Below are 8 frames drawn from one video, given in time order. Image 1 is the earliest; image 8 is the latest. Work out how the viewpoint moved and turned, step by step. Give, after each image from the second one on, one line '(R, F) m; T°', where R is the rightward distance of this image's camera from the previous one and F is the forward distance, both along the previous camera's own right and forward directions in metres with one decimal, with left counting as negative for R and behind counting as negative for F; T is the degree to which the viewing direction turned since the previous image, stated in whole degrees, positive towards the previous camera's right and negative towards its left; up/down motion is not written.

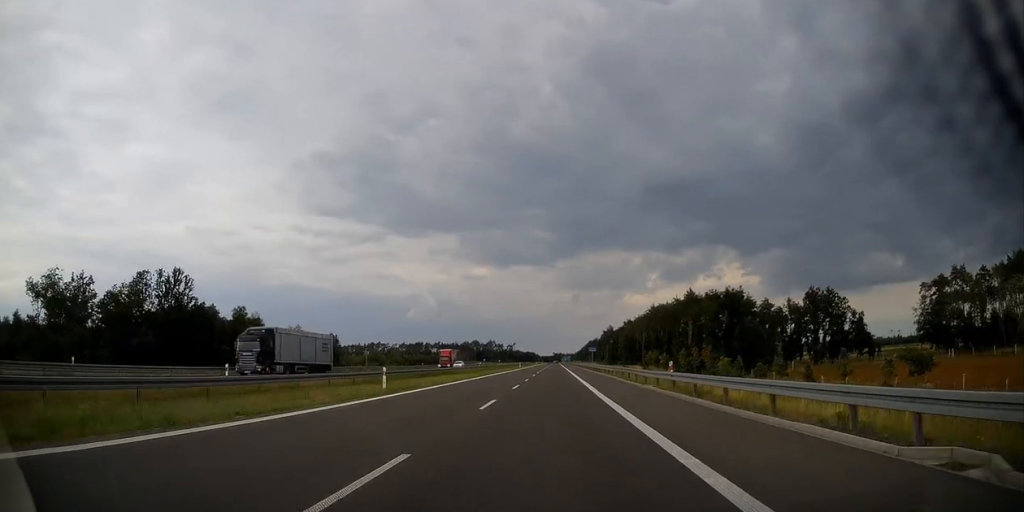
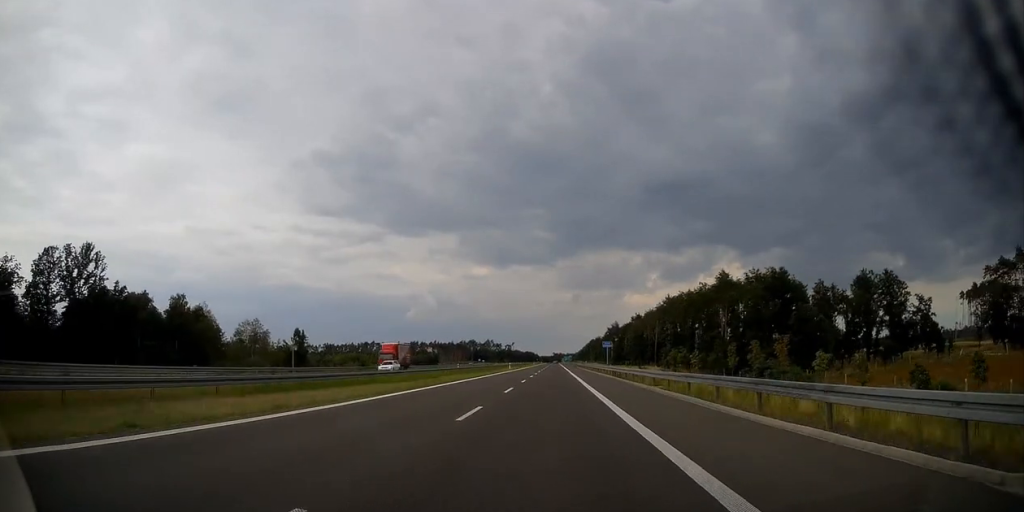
(+0.1, +27.2) m; 0°
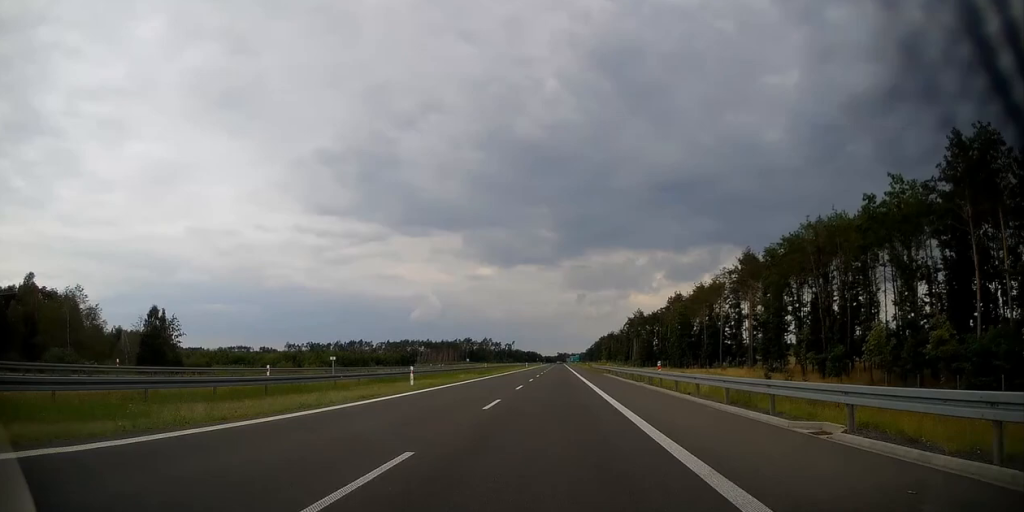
(-0.4, +68.8) m; 0°
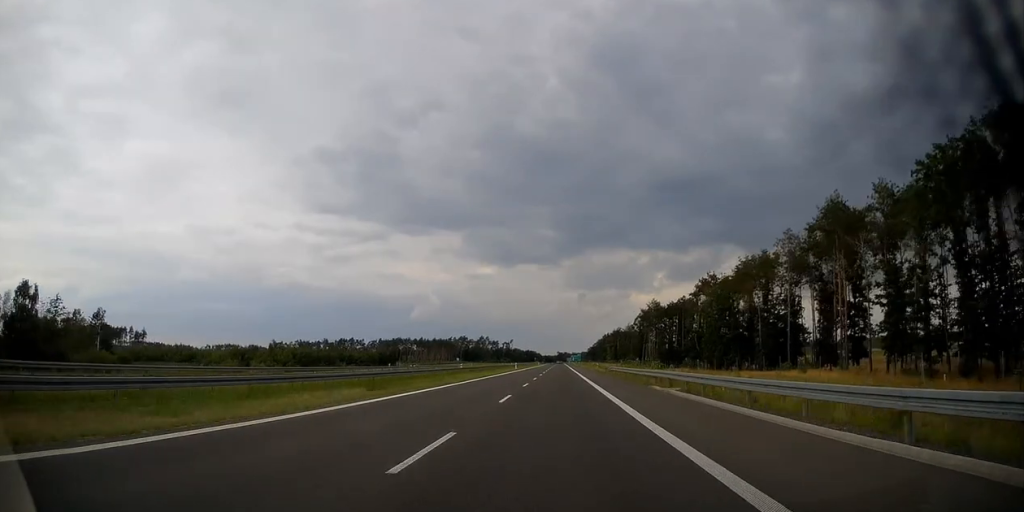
(-0.1, +33.7) m; 0°
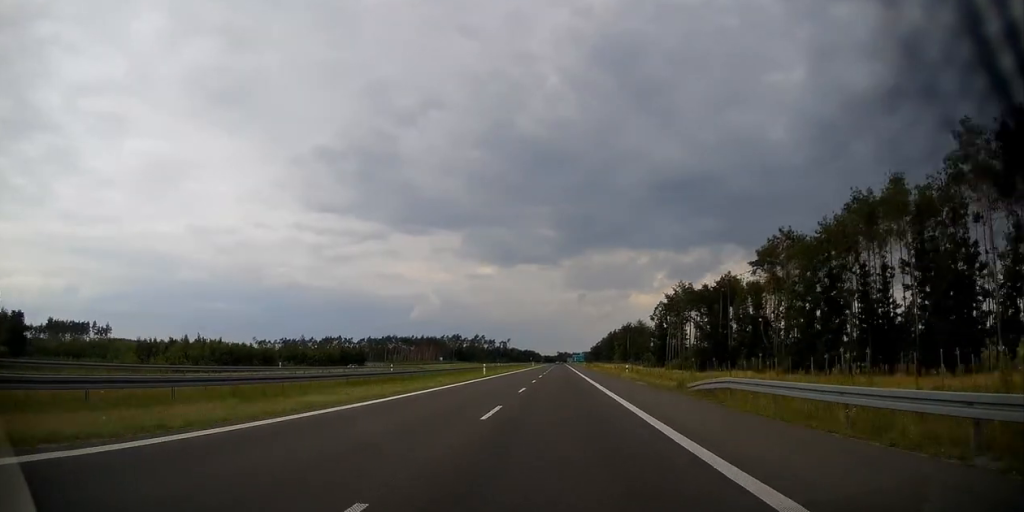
(+0.1, +41.5) m; 0°
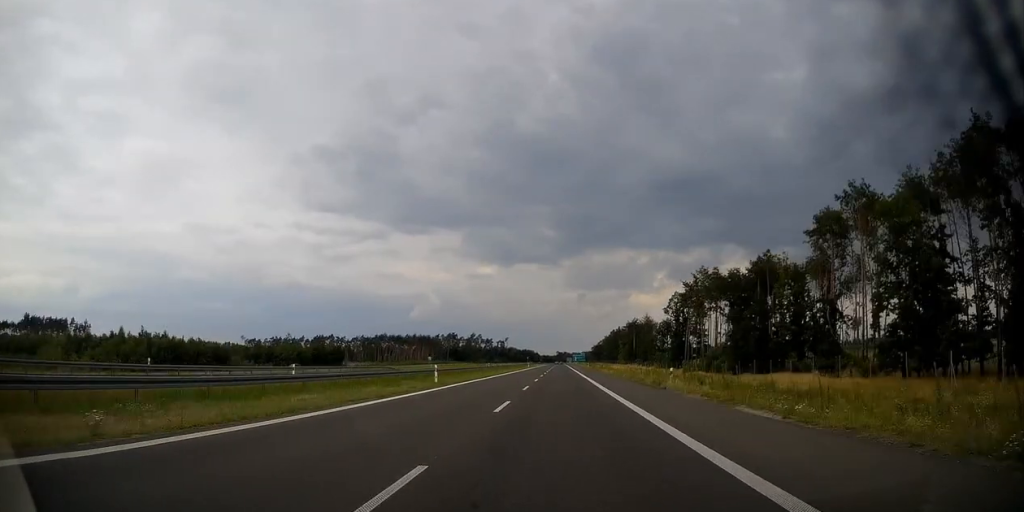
(0.0, +22.1) m; 0°
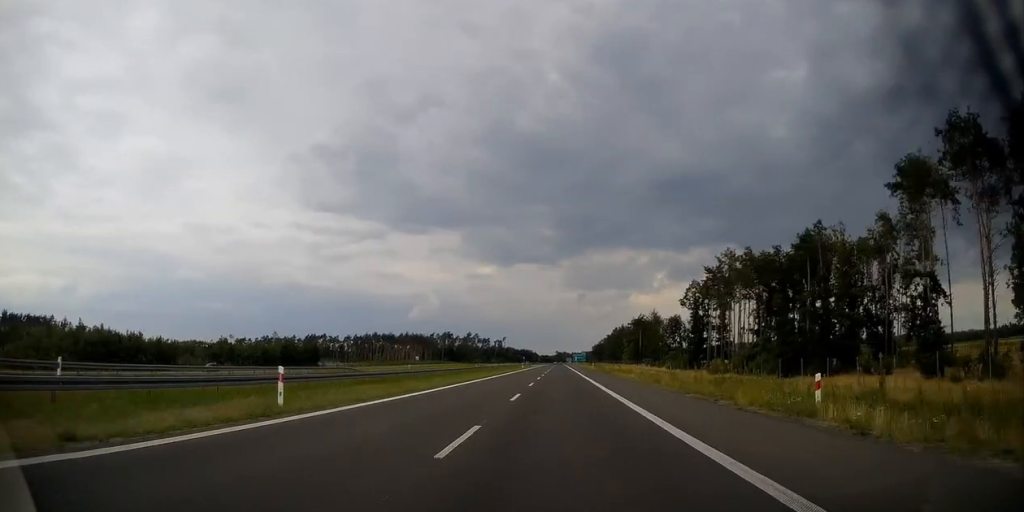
(0.0, +18.2) m; 0°
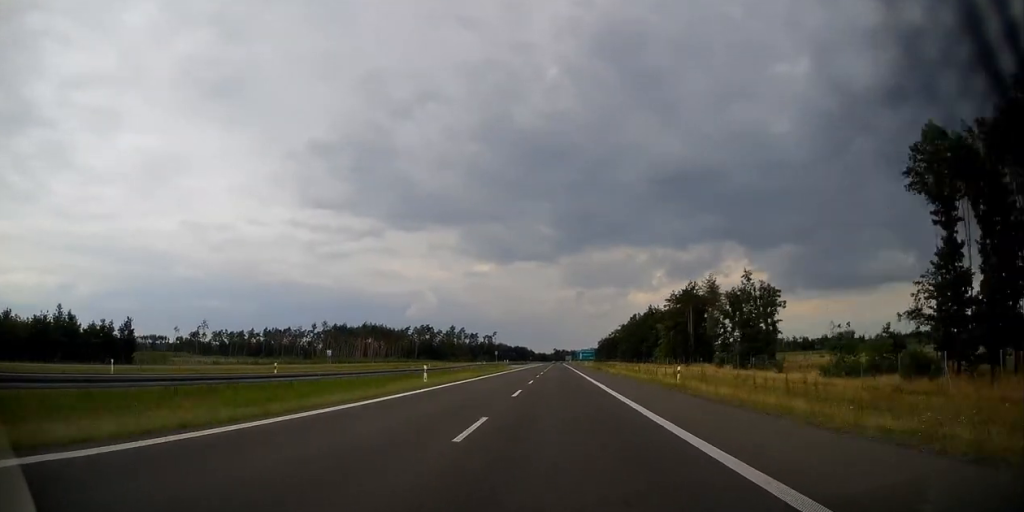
(0.0, +82.9) m; 0°
